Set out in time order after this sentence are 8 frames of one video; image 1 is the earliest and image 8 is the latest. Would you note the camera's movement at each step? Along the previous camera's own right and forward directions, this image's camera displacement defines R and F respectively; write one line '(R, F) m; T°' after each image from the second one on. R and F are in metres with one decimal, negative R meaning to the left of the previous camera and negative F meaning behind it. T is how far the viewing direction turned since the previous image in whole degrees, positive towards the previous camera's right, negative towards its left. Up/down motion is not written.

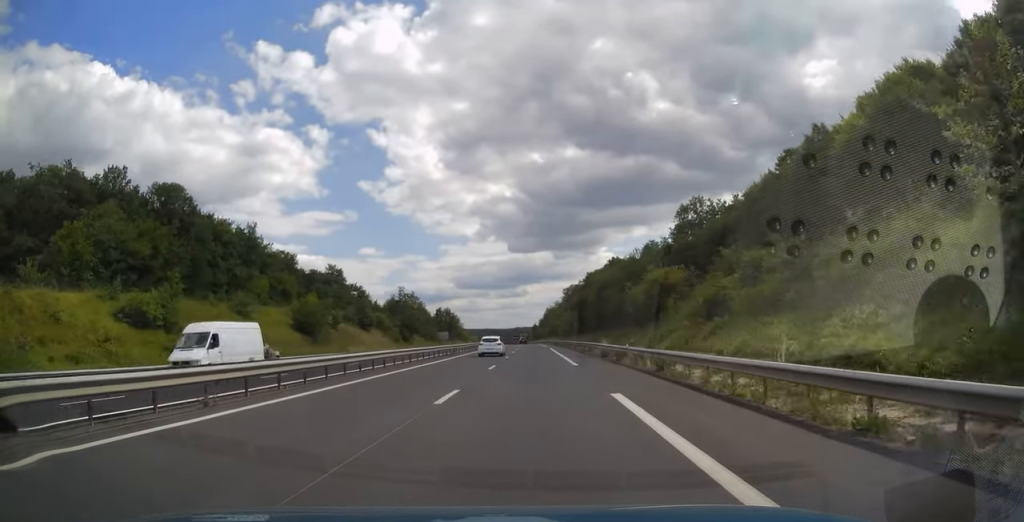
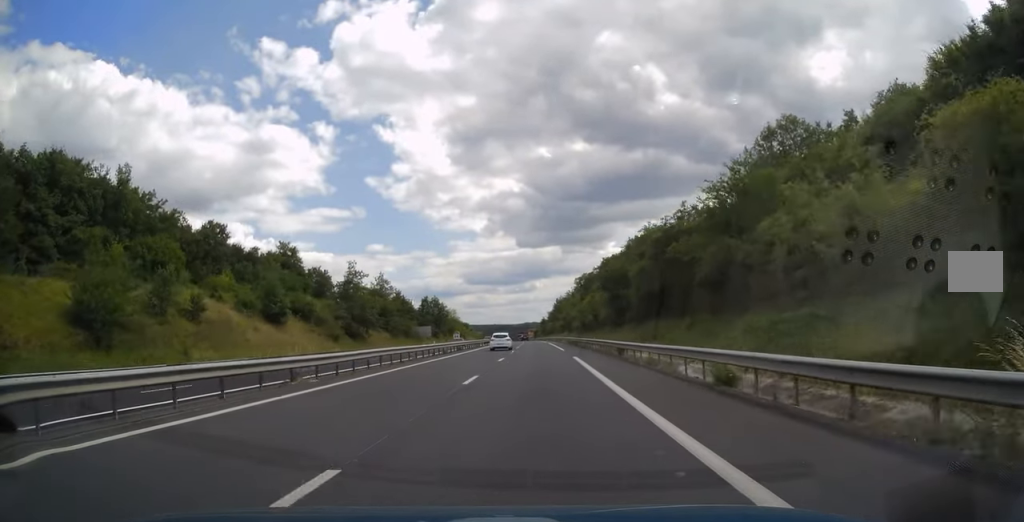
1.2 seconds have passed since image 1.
(-0.2, +35.4) m; -1°
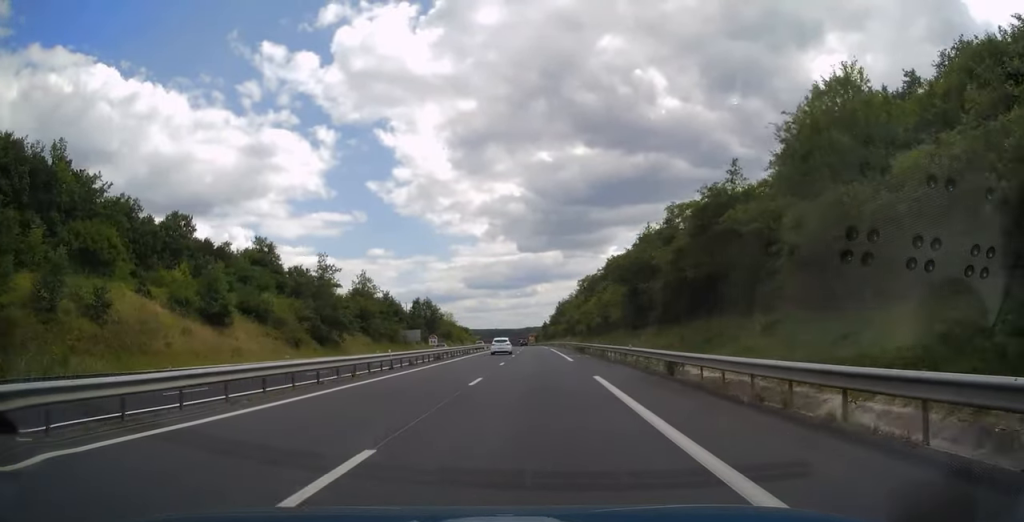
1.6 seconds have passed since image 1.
(0.0, +11.8) m; 0°
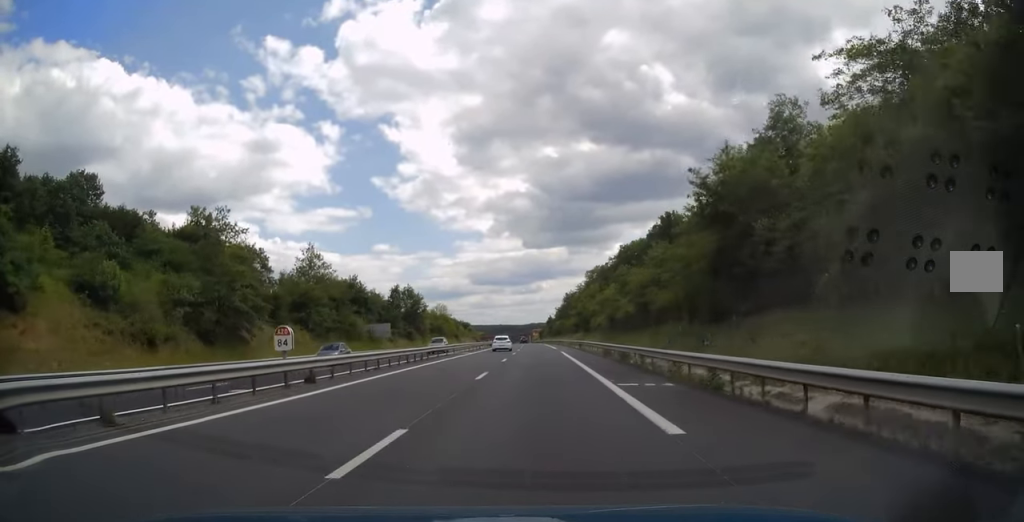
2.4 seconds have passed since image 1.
(-0.1, +24.6) m; -1°
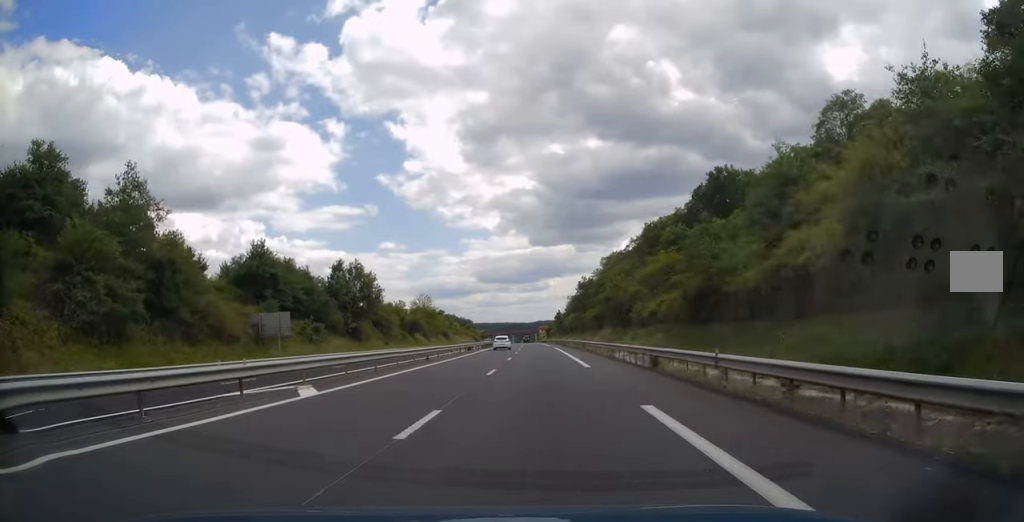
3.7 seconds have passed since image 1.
(-0.3, +37.0) m; -1°
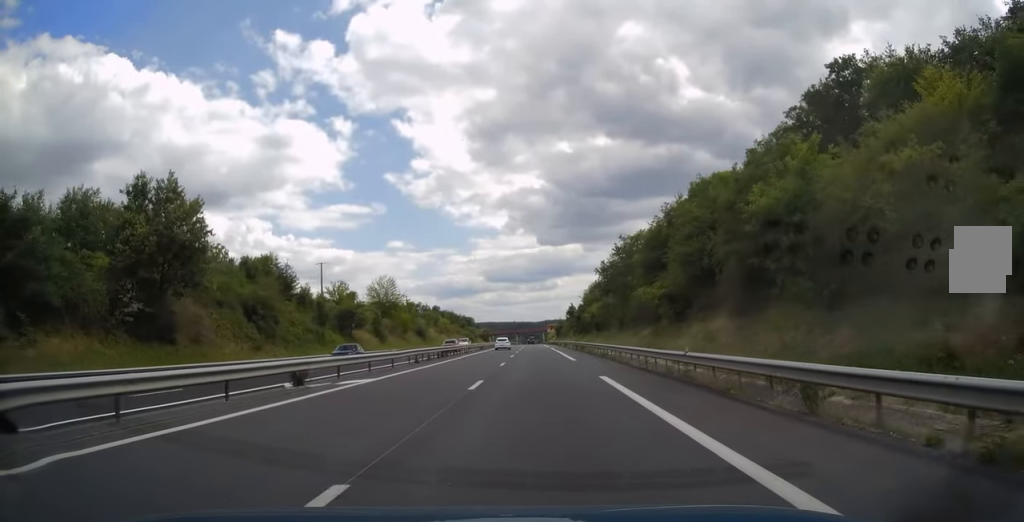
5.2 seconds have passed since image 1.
(-0.2, +45.0) m; 0°
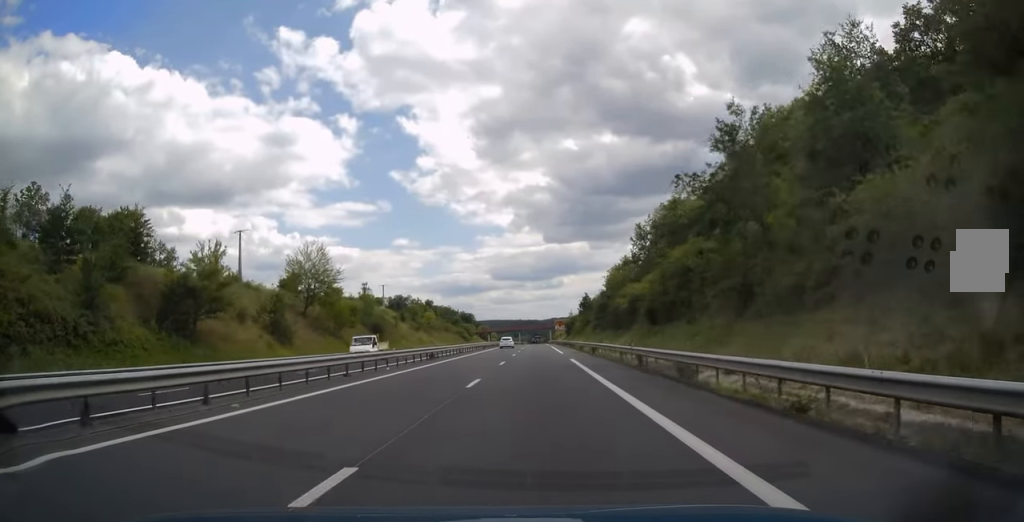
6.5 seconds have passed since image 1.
(-0.2, +38.5) m; 0°
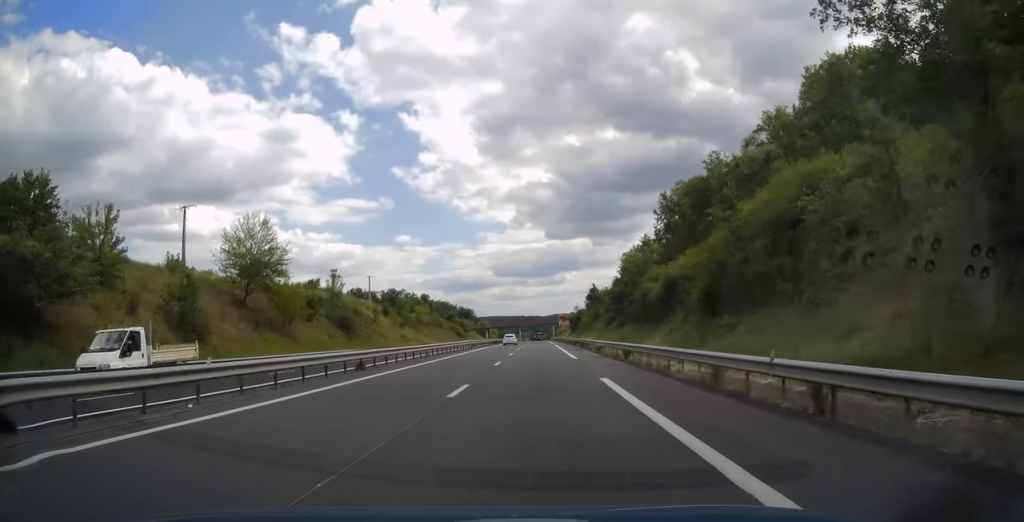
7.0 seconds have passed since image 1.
(-0.1, +16.3) m; 0°
